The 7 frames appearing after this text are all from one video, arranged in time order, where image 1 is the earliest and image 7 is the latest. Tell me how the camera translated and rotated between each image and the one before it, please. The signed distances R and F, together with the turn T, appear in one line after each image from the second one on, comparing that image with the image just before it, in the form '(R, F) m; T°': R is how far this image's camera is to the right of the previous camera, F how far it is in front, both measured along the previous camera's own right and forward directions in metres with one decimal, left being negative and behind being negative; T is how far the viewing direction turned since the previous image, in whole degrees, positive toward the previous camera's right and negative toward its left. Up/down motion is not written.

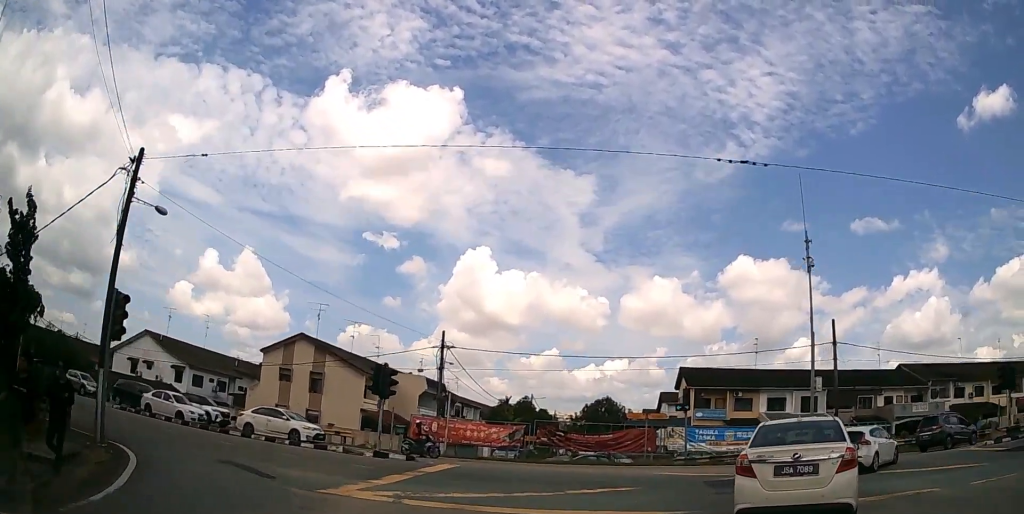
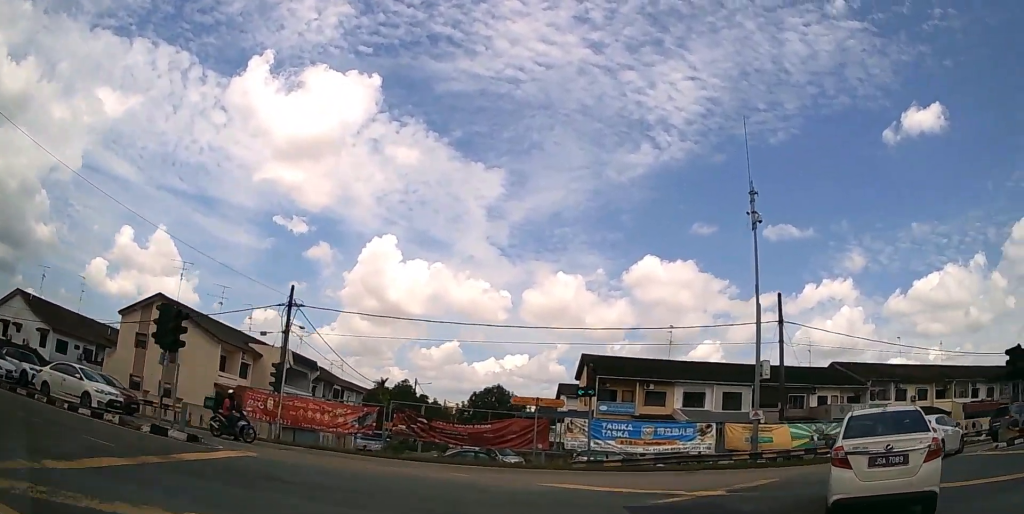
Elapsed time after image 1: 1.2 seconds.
(+0.4, +7.2) m; +11°
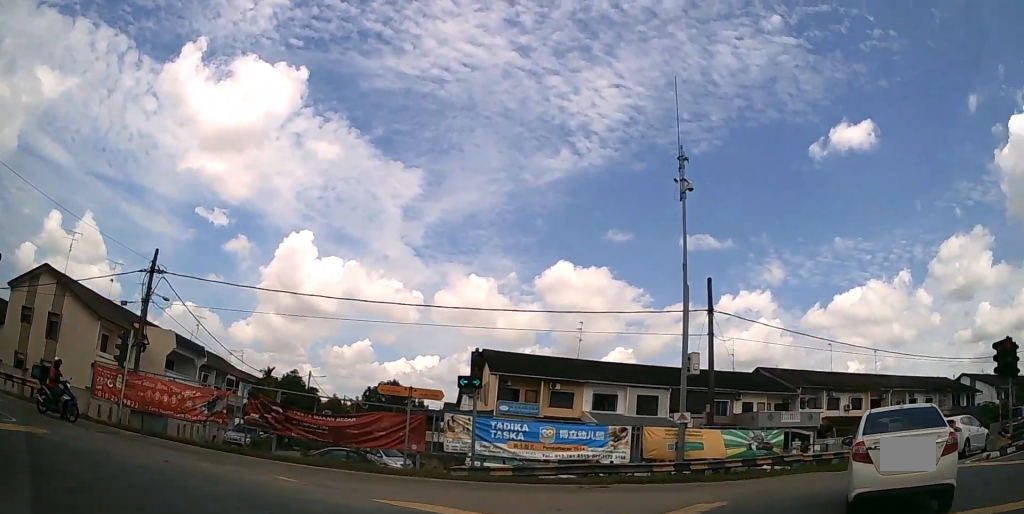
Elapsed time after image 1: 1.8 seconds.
(+0.5, +3.9) m; +12°
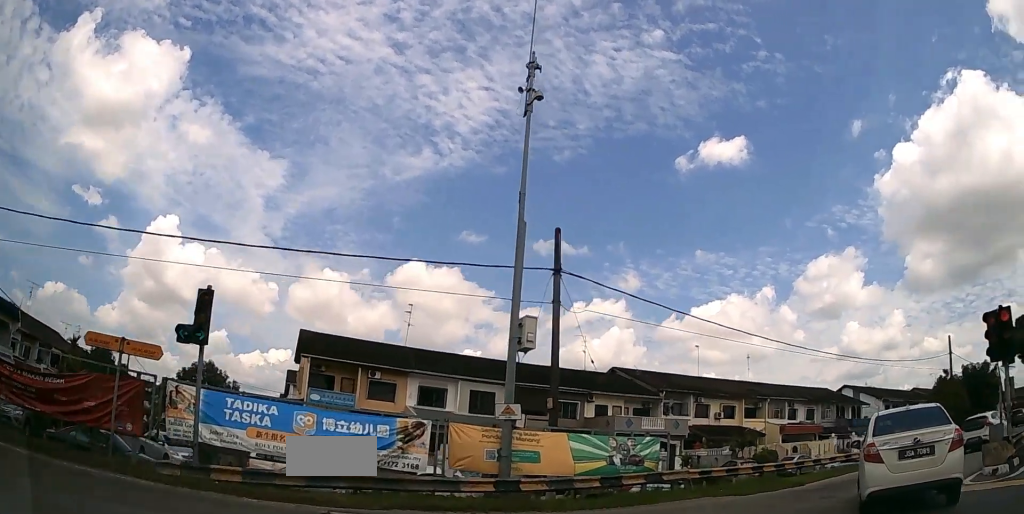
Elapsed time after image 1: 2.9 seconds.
(+1.1, +6.3) m; +19°
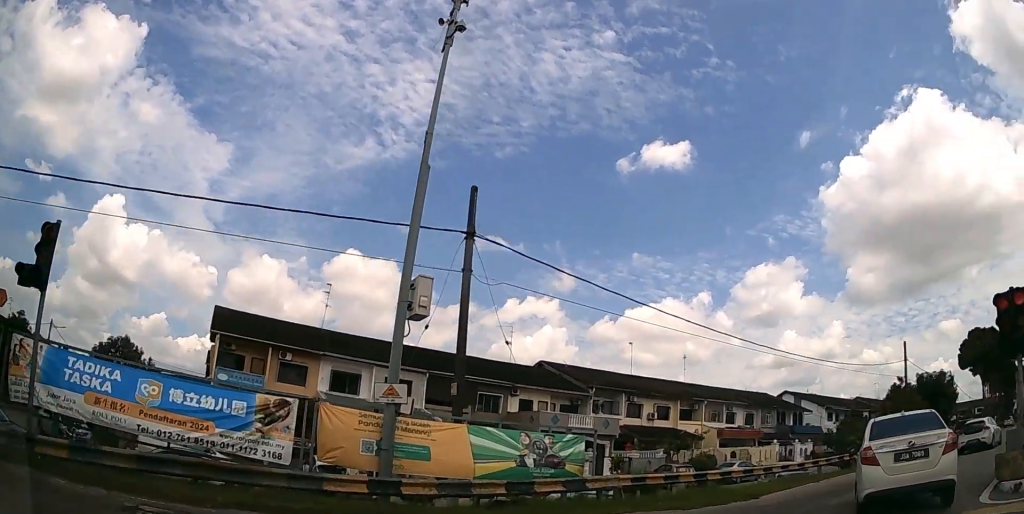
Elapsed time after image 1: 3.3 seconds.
(+0.2, +2.9) m; +8°
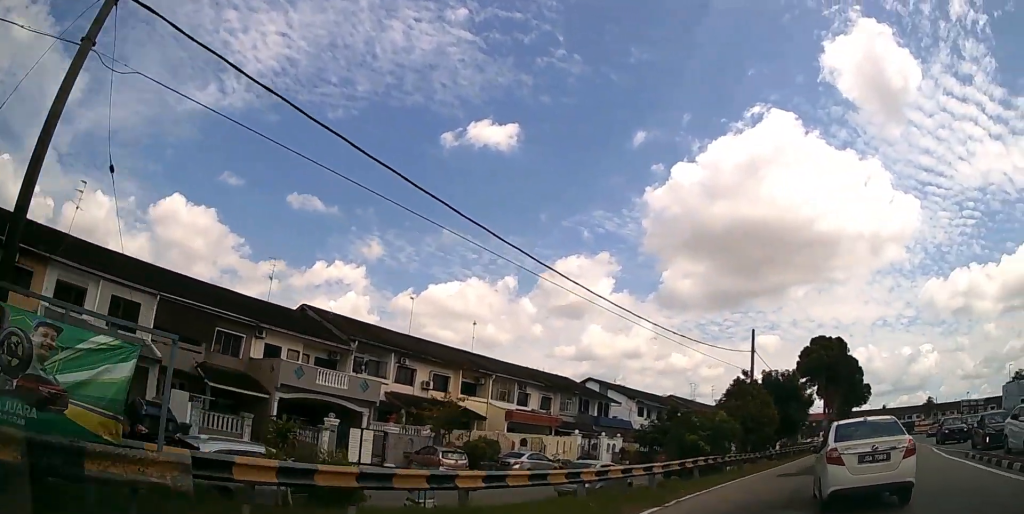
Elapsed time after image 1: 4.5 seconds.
(+1.5, +8.2) m; +18°
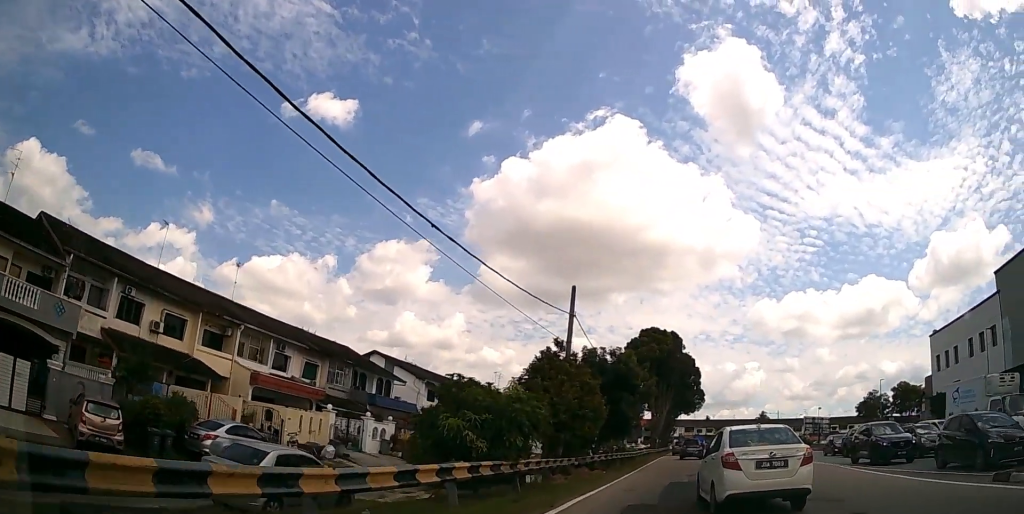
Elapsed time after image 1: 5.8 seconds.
(+1.7, +11.0) m; +14°
